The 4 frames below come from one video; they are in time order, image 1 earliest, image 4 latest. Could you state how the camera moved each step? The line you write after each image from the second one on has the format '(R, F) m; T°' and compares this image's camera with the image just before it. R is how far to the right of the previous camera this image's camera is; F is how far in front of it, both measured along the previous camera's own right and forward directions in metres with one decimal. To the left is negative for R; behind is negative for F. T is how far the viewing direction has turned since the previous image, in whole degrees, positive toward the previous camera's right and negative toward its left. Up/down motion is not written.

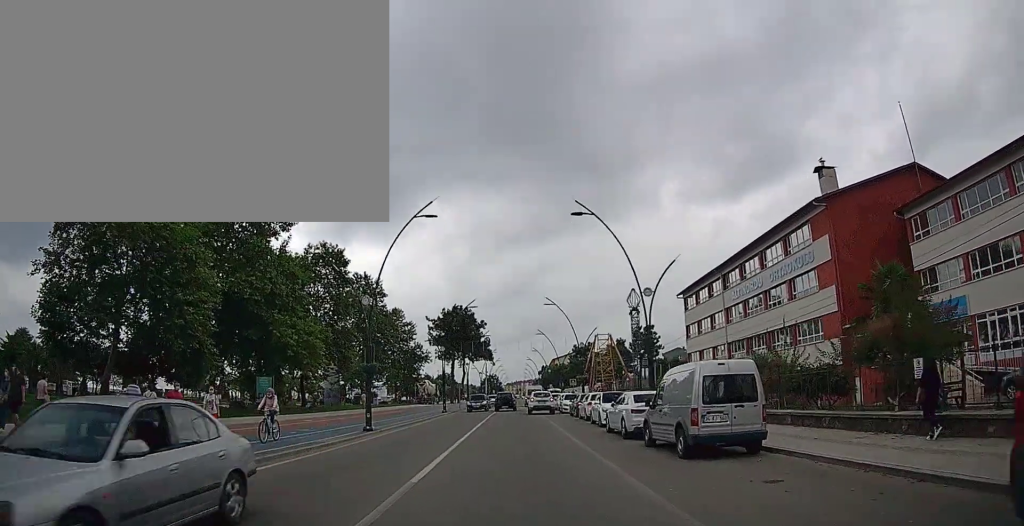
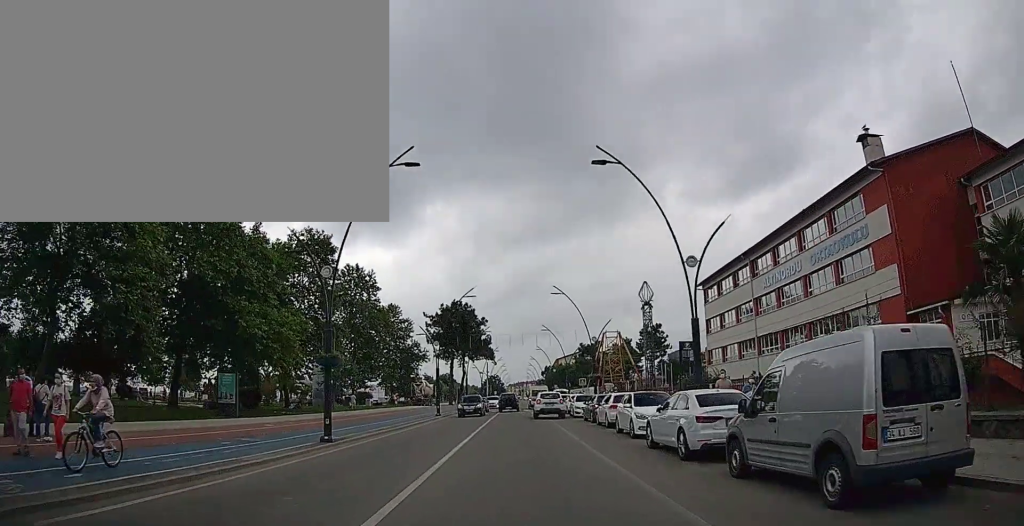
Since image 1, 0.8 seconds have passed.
(0.0, +5.7) m; -1°
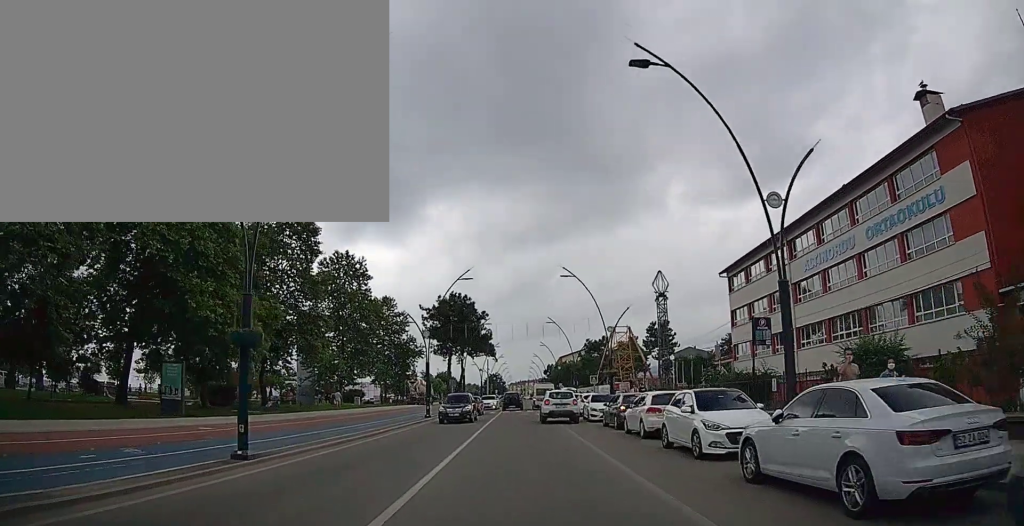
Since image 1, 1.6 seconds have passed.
(-0.1, +6.0) m; -1°
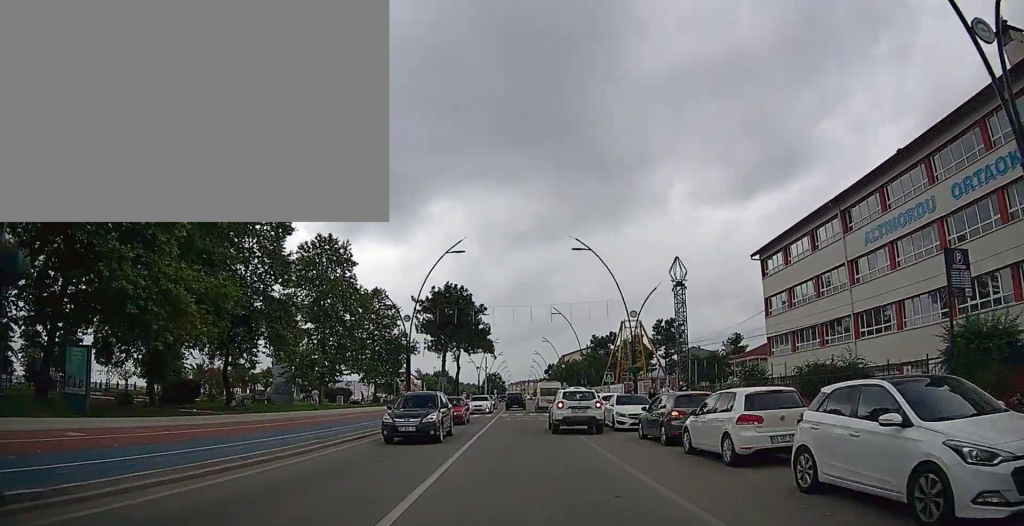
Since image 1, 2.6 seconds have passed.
(0.0, +7.2) m; +1°
